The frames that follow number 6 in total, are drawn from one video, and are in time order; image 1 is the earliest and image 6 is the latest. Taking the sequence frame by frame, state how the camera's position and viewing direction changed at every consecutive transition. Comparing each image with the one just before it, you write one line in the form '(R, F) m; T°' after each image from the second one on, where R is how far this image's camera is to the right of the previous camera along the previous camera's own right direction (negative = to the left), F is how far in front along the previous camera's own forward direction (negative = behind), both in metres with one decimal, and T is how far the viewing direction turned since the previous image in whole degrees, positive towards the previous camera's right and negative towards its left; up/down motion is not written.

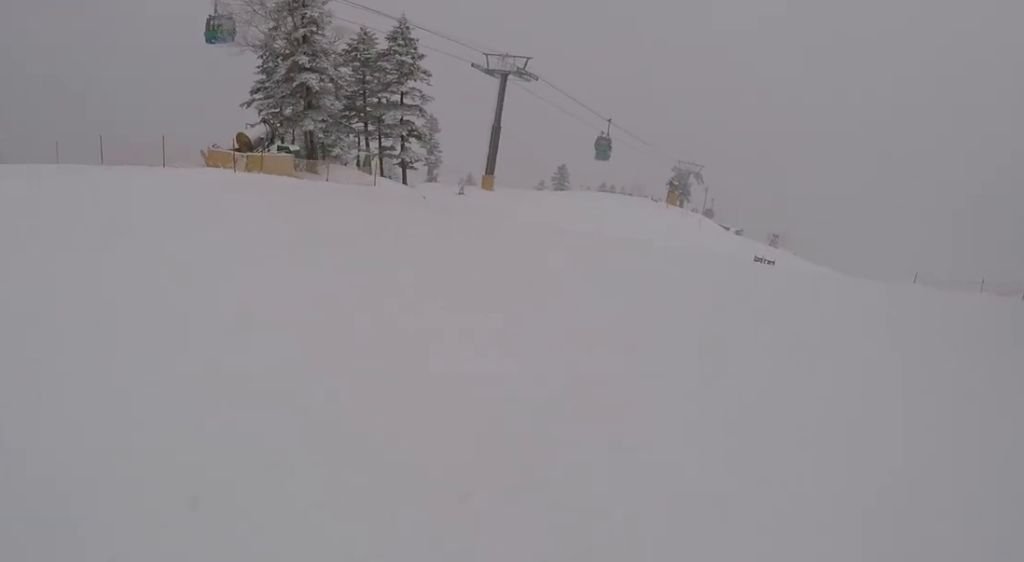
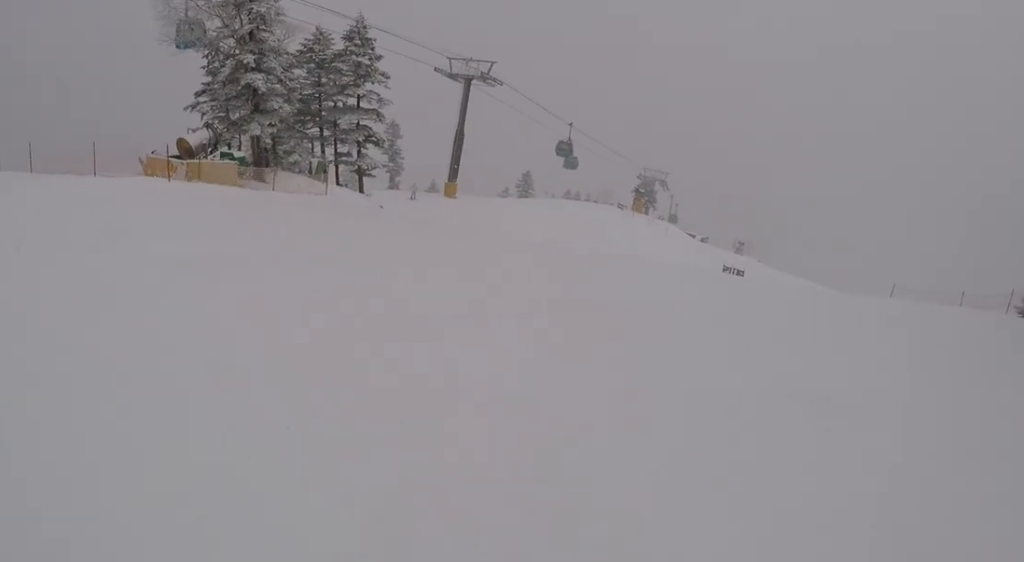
(-0.2, +1.8) m; +7°
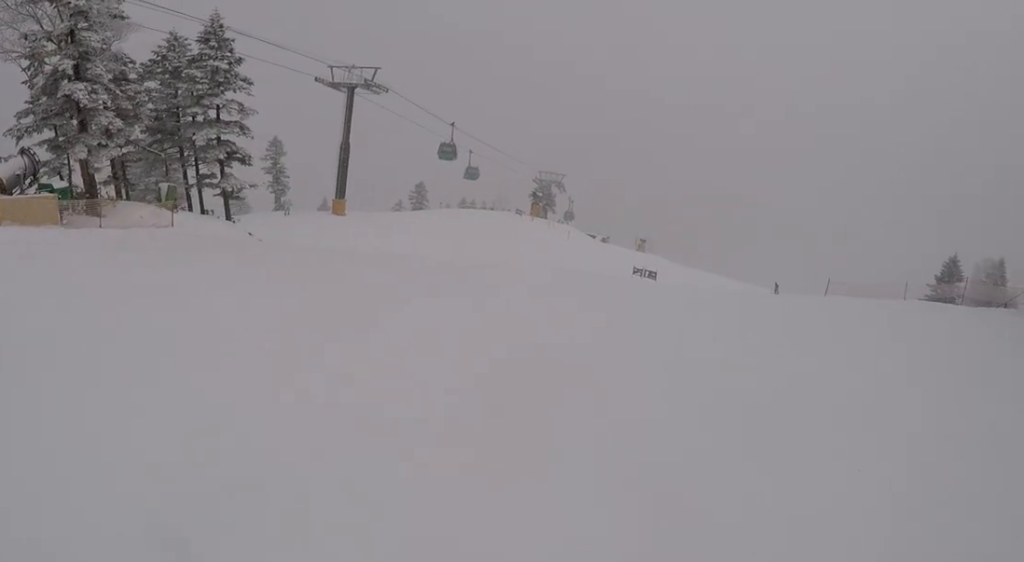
(+0.9, +4.3) m; +11°
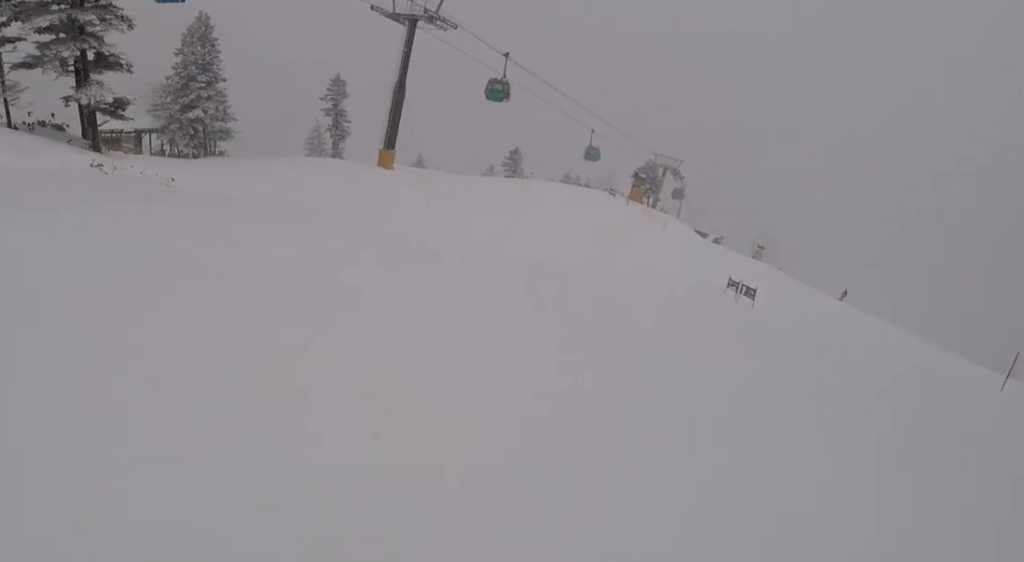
(-0.2, +12.2) m; -12°
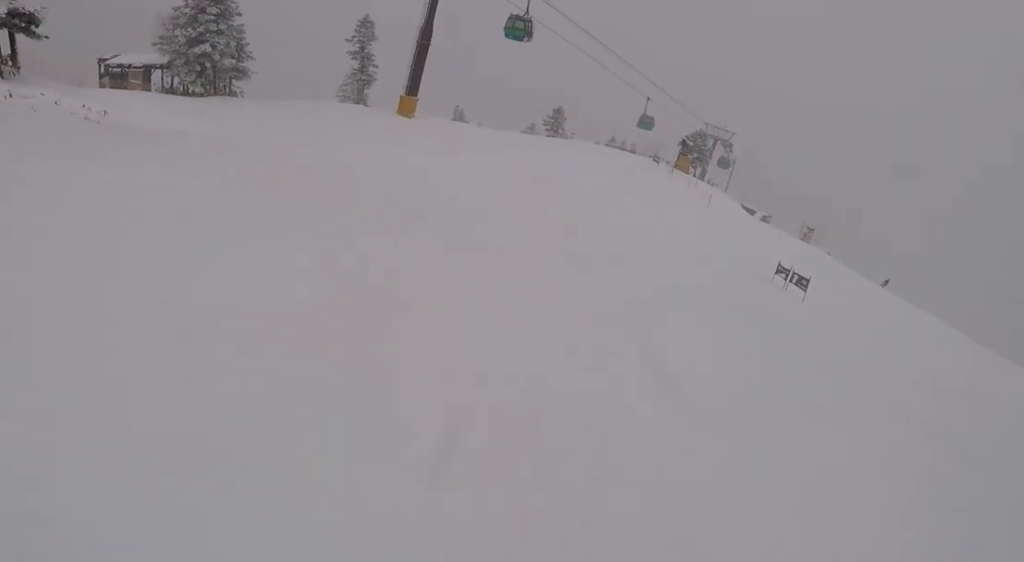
(-0.6, +4.7) m; -9°
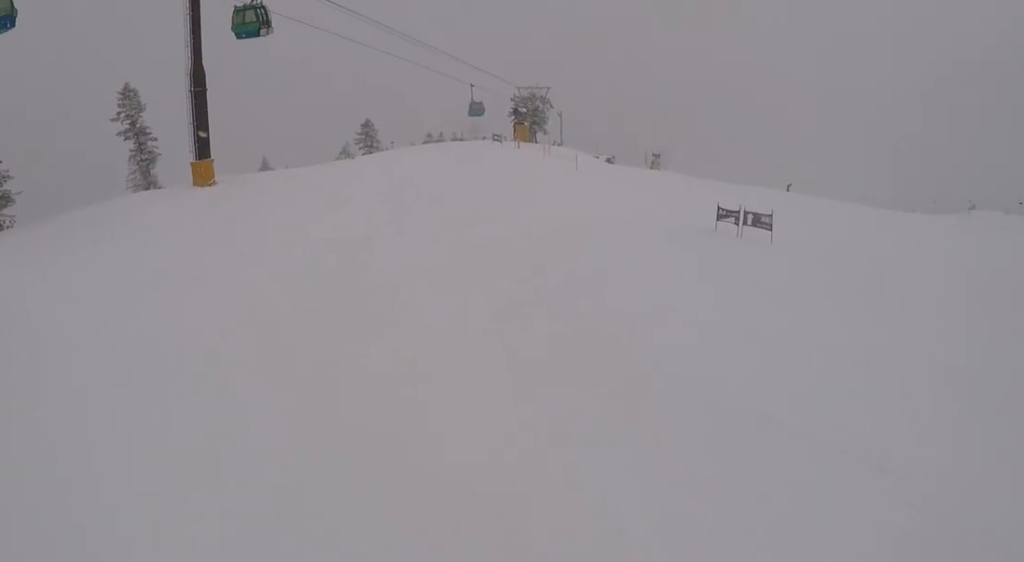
(-0.8, +9.5) m; +7°
